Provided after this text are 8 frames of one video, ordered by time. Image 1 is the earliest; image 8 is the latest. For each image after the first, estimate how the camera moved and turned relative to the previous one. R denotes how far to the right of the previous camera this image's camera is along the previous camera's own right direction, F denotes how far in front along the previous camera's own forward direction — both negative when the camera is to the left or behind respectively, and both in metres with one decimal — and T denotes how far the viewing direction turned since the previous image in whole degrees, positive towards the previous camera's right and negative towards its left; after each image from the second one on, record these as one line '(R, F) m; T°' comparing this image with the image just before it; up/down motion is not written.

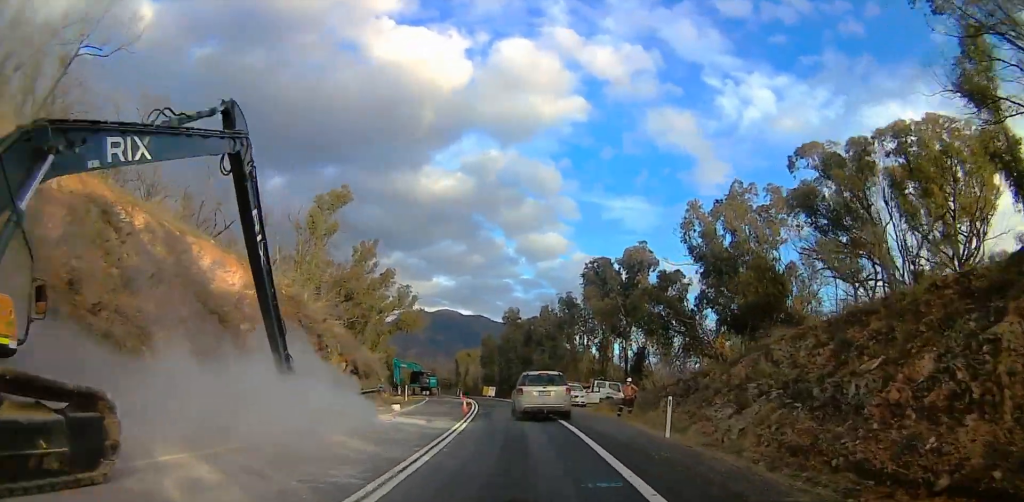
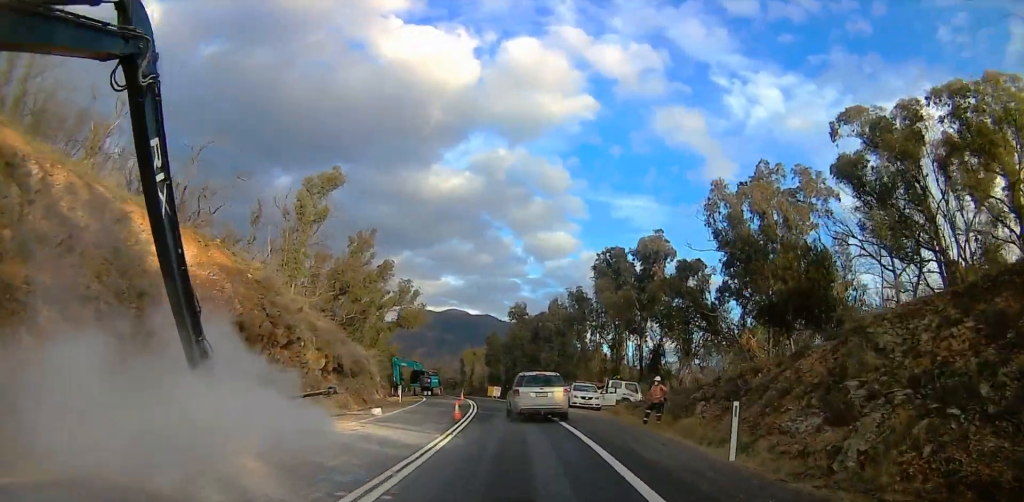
(0.0, +5.7) m; -1°
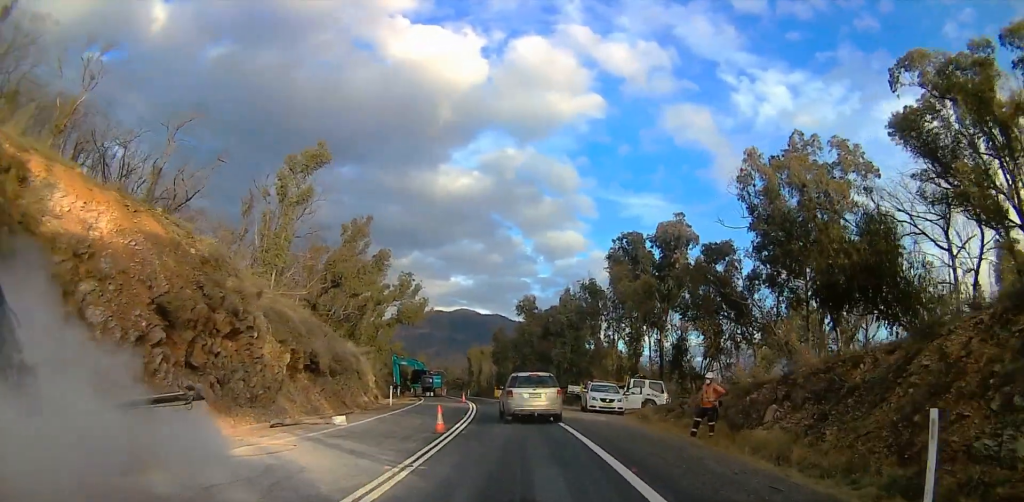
(+0.1, +6.5) m; -3°
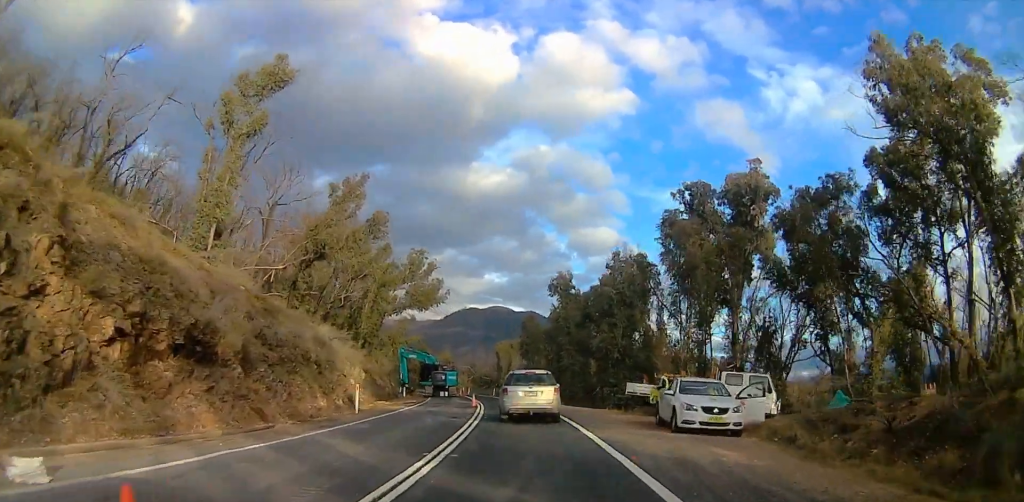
(-1.2, +15.1) m; -5°
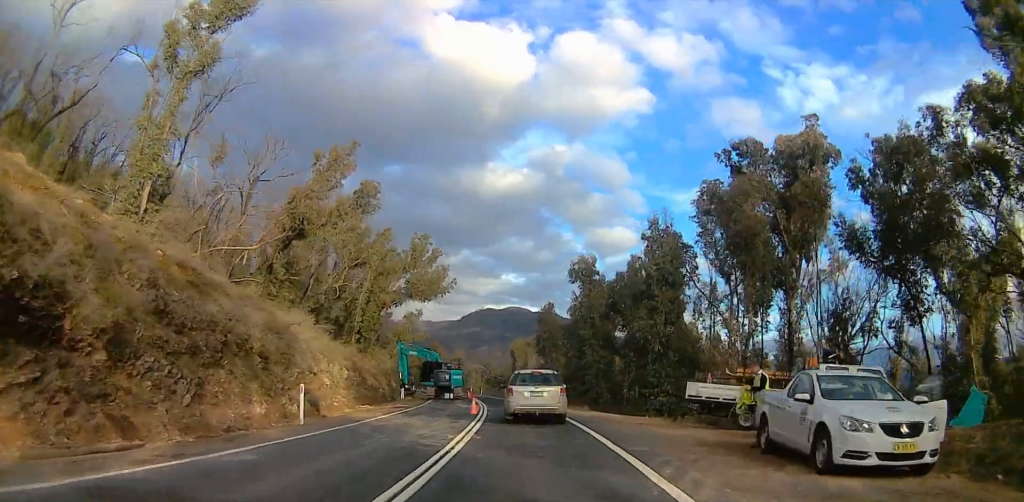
(-0.1, +8.3) m; +4°
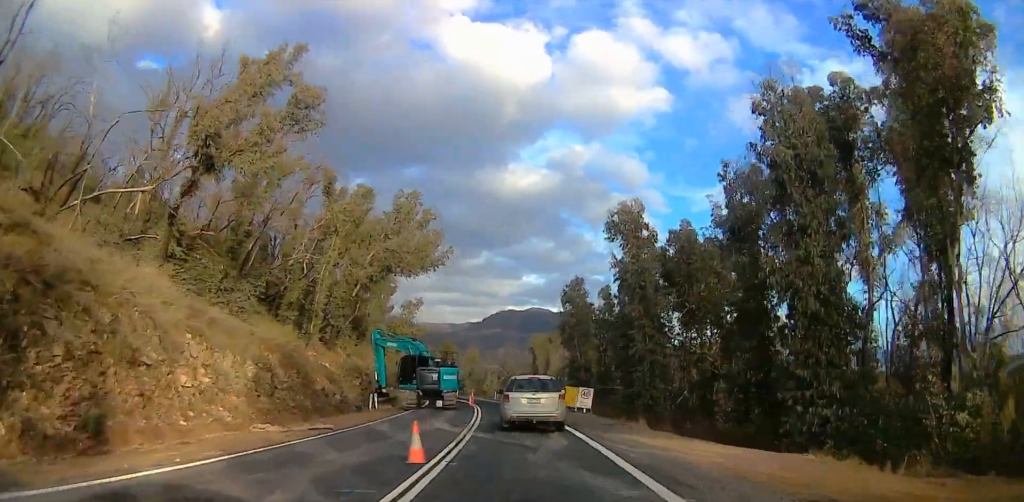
(+0.2, +16.4) m; -5°
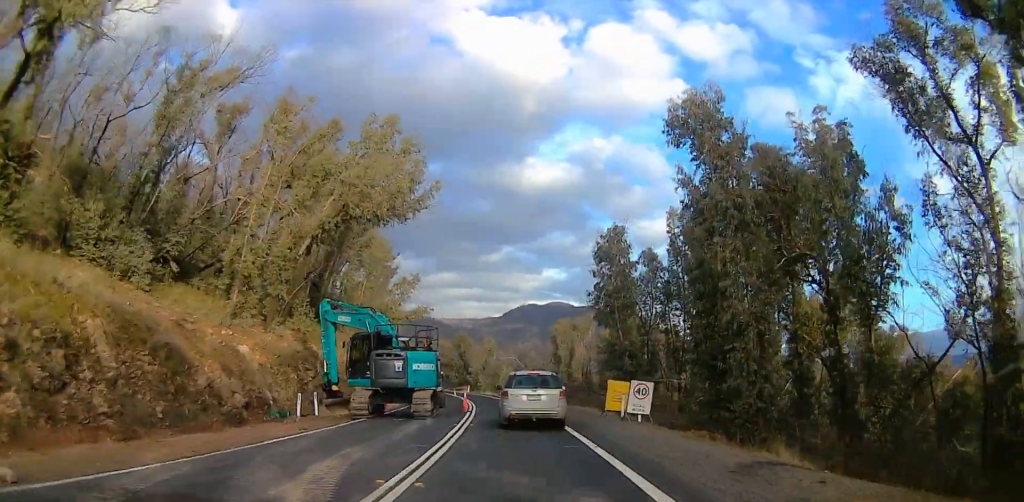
(-1.1, +14.2) m; -5°
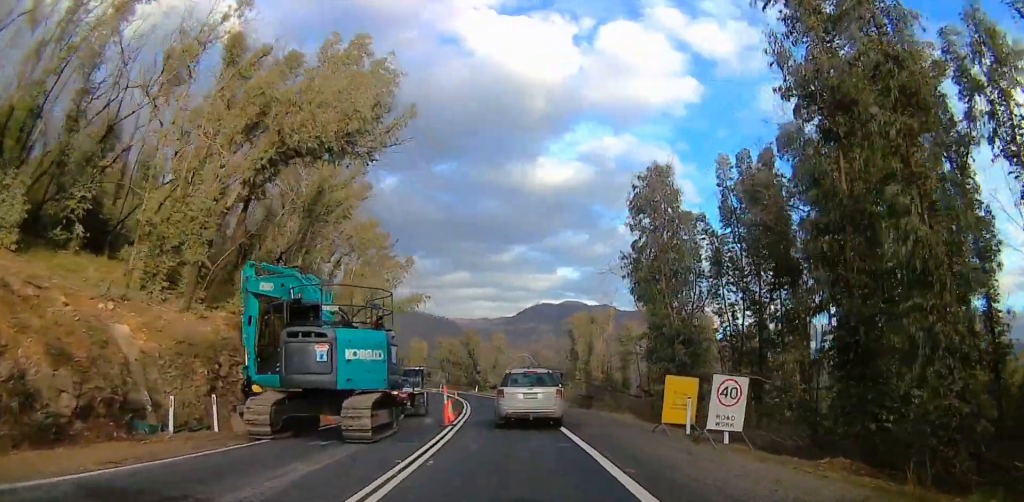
(0.0, +9.8) m; 0°
